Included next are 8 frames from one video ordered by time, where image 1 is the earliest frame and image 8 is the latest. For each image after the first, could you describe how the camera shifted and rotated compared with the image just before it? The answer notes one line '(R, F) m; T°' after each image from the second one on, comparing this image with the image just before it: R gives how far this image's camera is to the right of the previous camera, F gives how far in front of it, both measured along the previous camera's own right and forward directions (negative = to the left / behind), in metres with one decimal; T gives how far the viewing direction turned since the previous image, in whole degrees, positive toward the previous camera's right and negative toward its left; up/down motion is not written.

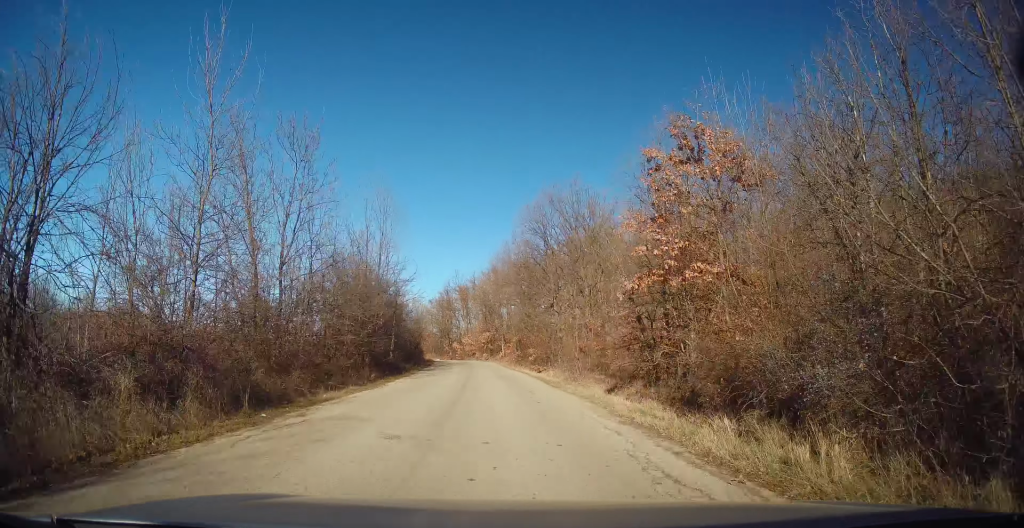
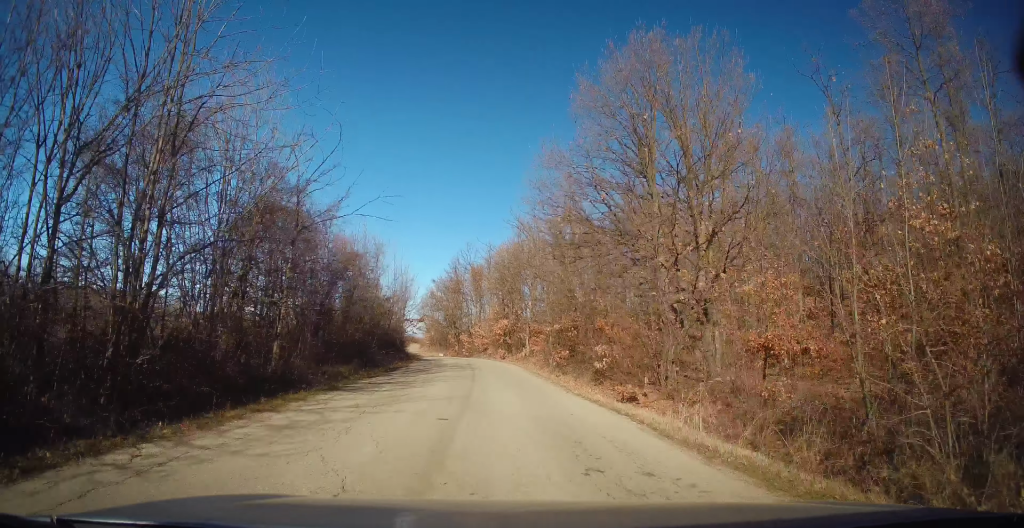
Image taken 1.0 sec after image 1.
(-0.6, +19.7) m; -2°
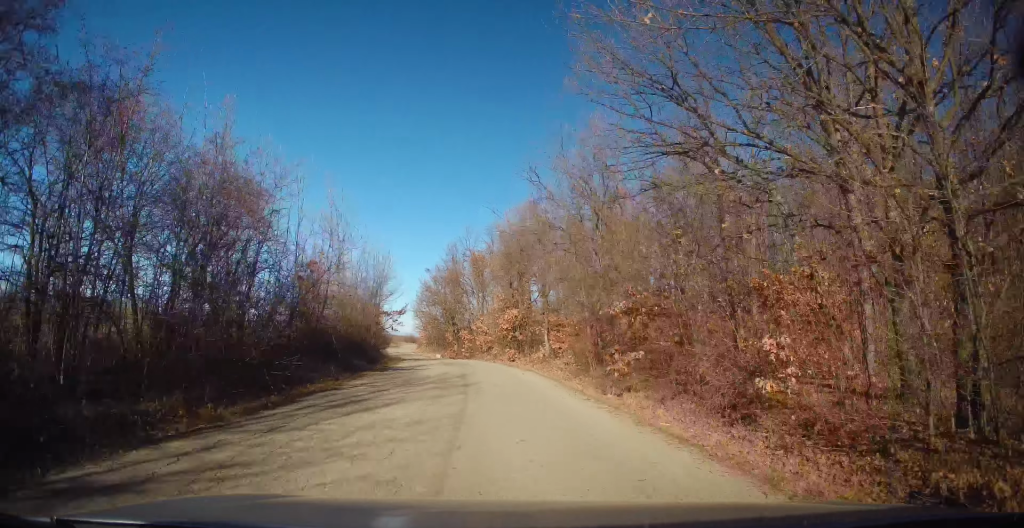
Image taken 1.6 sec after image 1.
(0.0, +11.4) m; -1°
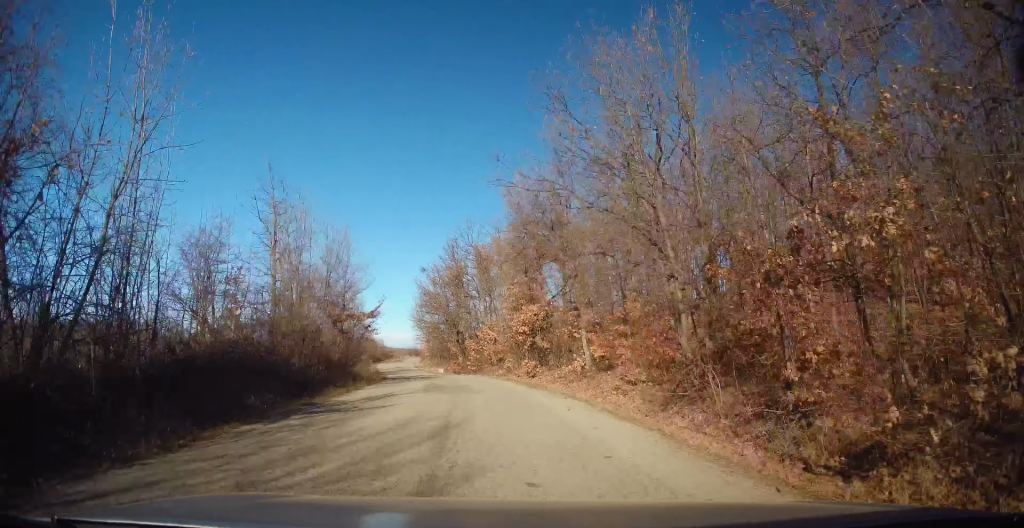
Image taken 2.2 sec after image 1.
(+0.1, +10.1) m; -1°
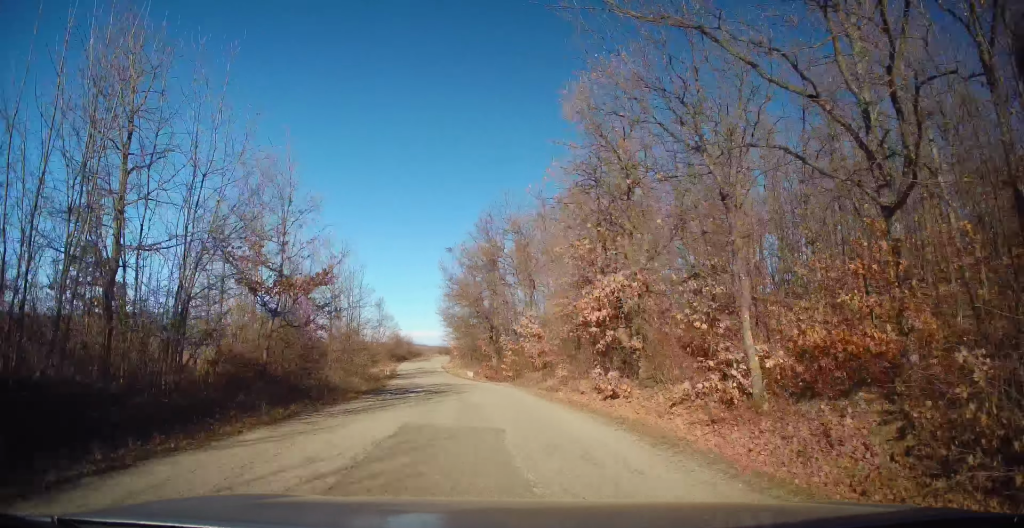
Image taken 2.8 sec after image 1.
(-0.2, +11.3) m; -3°
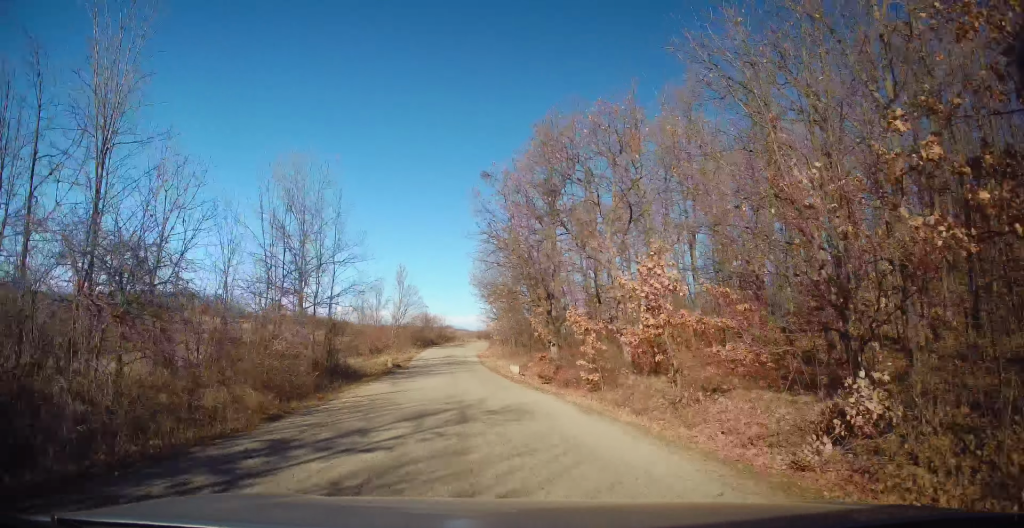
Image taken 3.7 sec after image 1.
(-0.6, +16.9) m; -4°
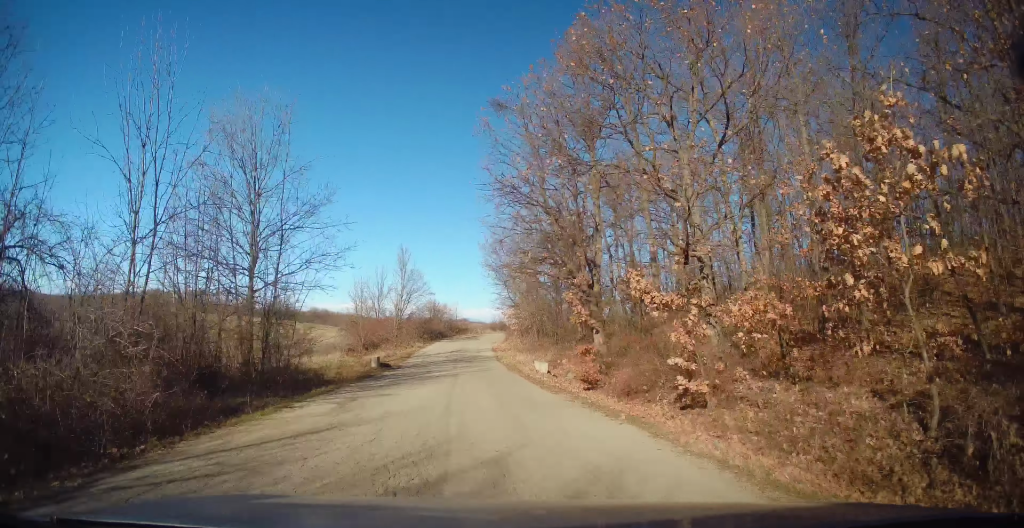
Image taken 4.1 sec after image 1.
(-0.2, +8.1) m; -2°
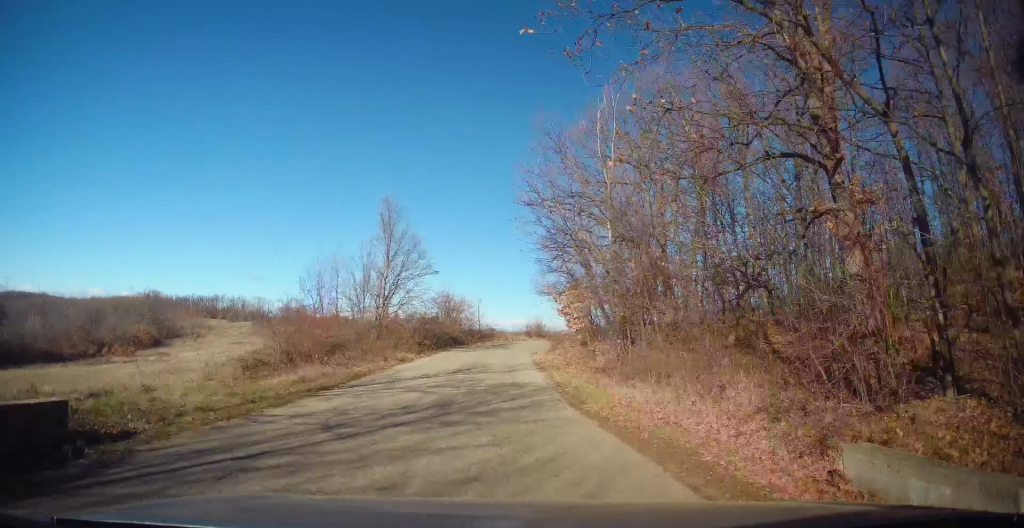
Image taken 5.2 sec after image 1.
(-0.6, +20.8) m; -3°
